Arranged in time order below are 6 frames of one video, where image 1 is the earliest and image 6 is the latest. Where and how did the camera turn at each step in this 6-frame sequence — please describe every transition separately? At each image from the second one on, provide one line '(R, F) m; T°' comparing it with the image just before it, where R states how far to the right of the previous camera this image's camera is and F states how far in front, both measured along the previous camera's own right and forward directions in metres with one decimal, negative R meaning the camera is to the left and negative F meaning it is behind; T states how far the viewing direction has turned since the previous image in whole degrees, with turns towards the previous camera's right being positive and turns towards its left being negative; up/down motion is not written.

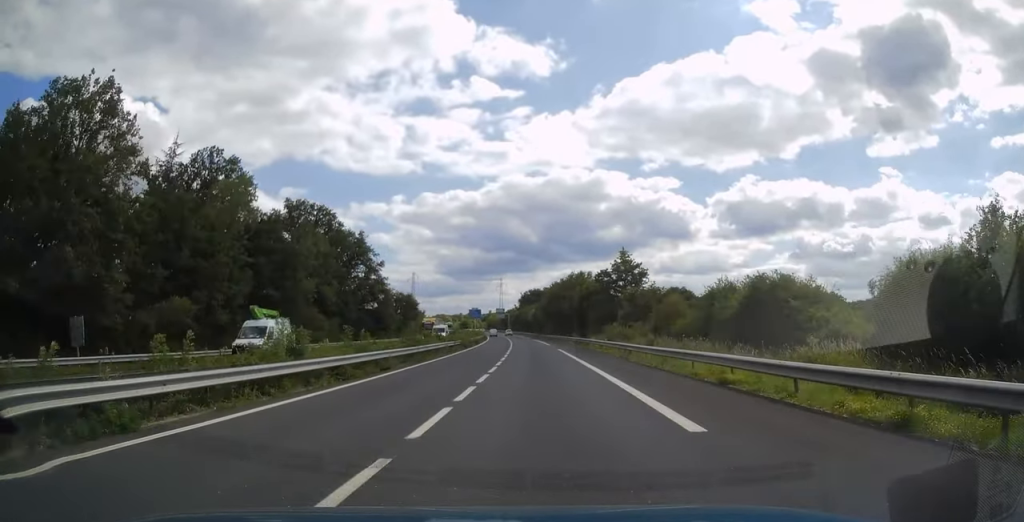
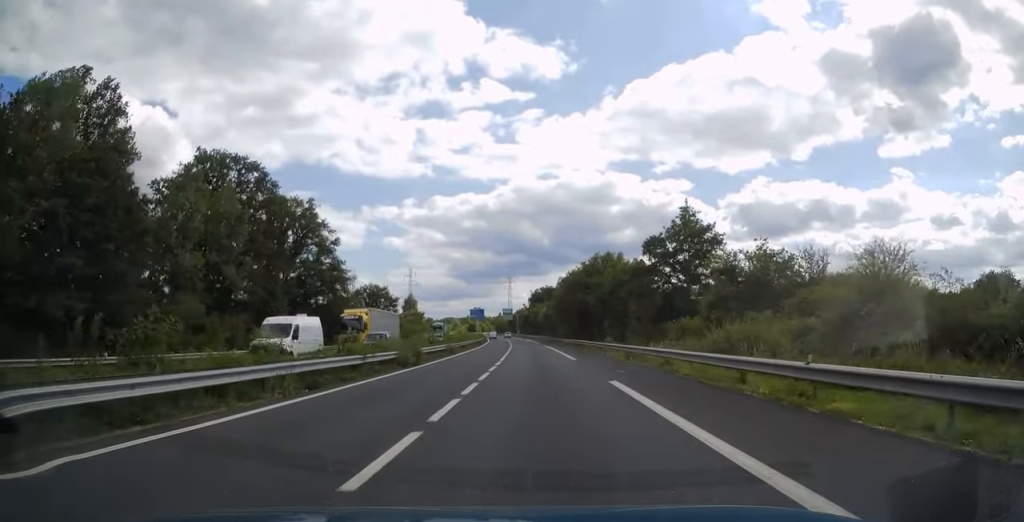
(-0.3, +29.0) m; -1°
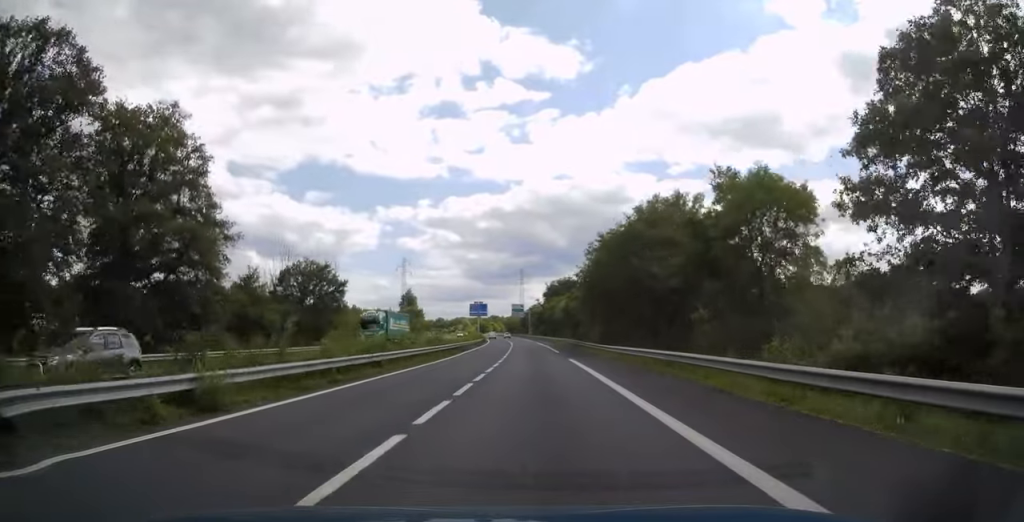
(-0.5, +35.4) m; -1°
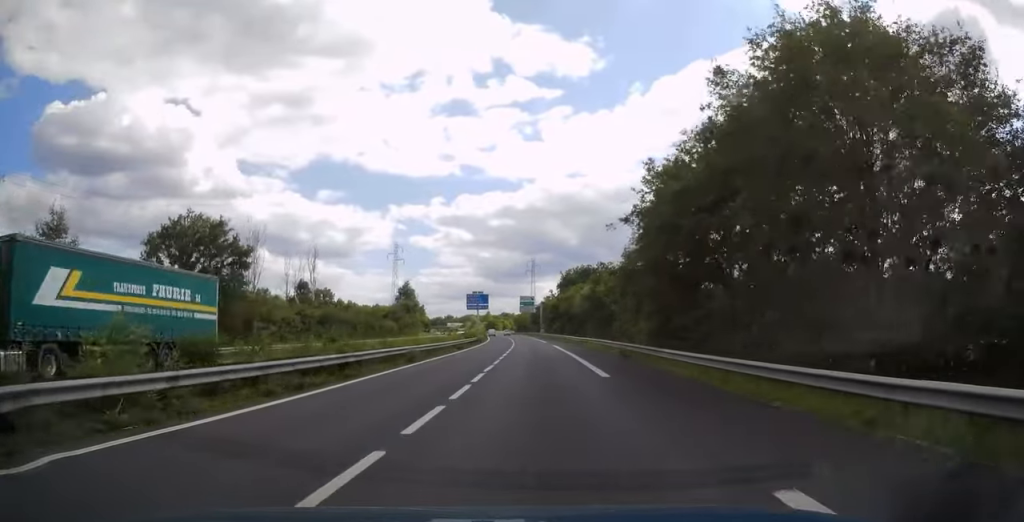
(-0.2, +27.5) m; -1°
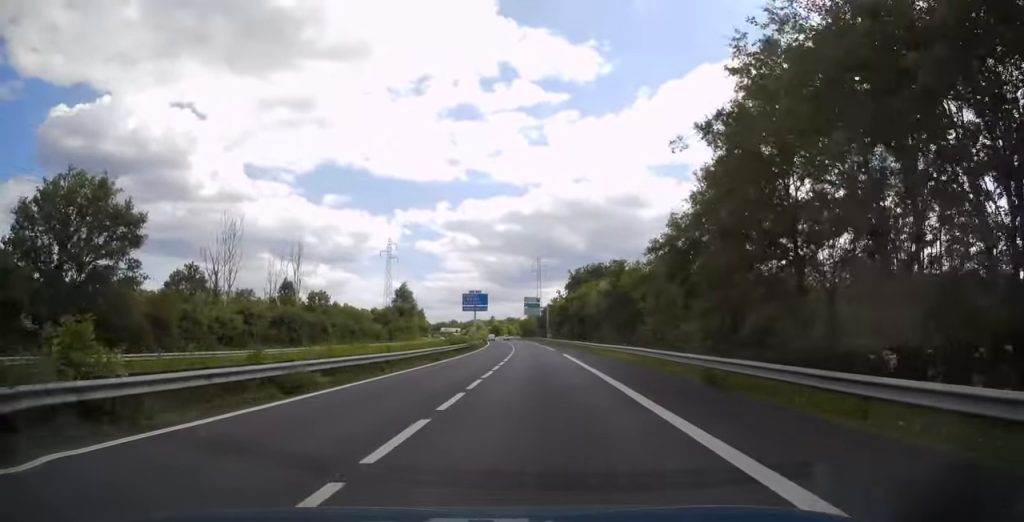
(0.0, +14.7) m; -1°
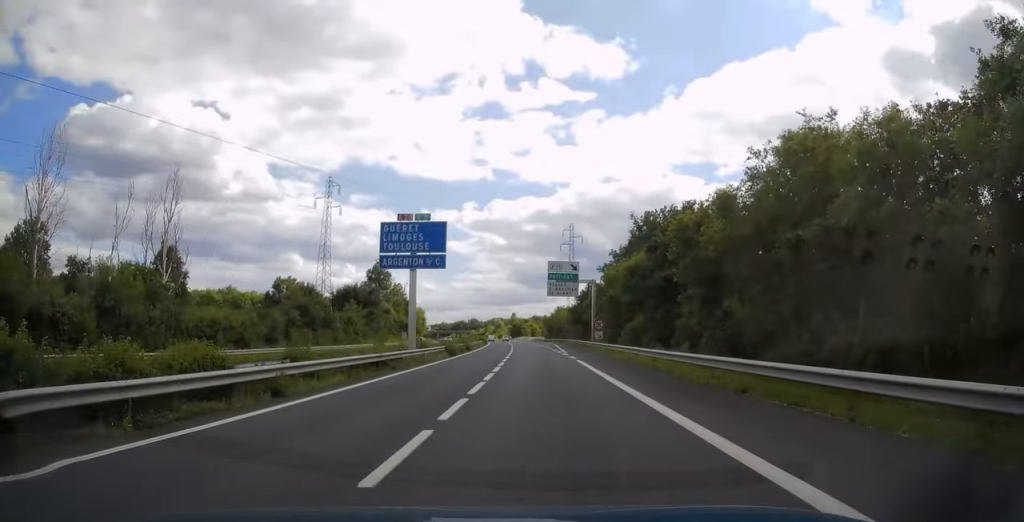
(-1.4, +63.0) m; -3°
